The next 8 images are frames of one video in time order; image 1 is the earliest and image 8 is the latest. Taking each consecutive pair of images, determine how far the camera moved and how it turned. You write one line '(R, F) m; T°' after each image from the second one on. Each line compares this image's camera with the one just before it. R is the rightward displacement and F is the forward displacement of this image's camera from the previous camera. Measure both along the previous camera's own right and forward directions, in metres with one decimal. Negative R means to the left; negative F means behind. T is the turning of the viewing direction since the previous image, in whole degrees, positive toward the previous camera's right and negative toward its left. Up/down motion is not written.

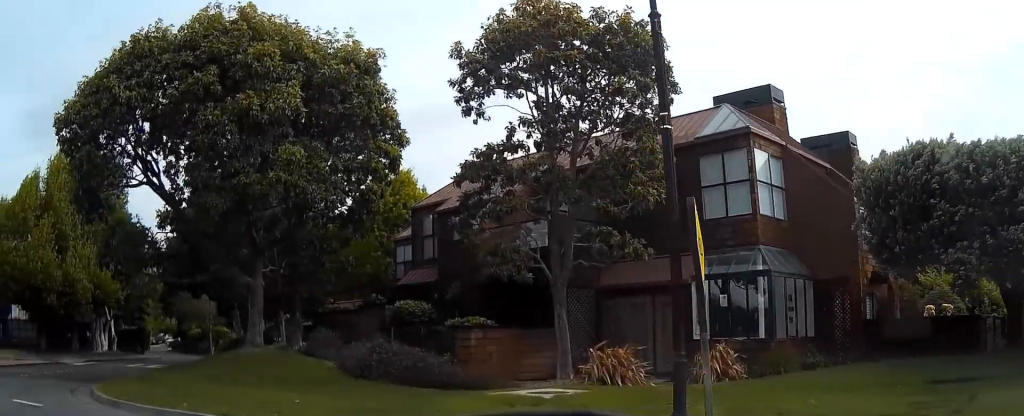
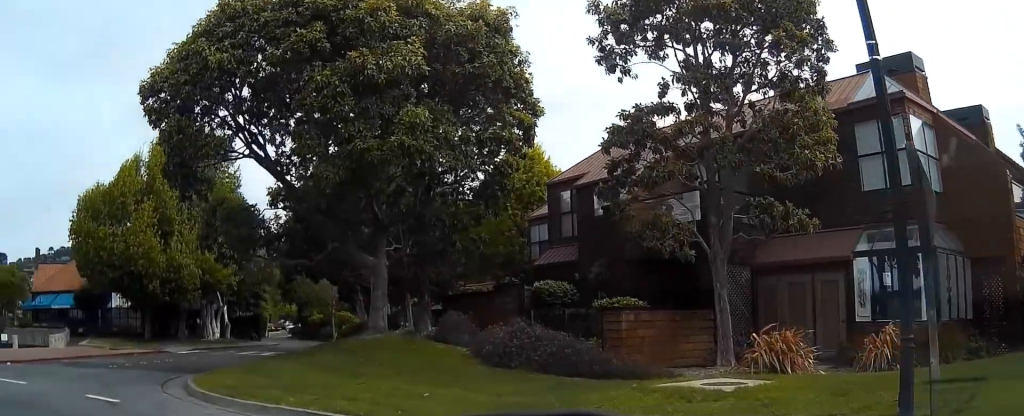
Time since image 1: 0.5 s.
(0.0, +2.0) m; -8°
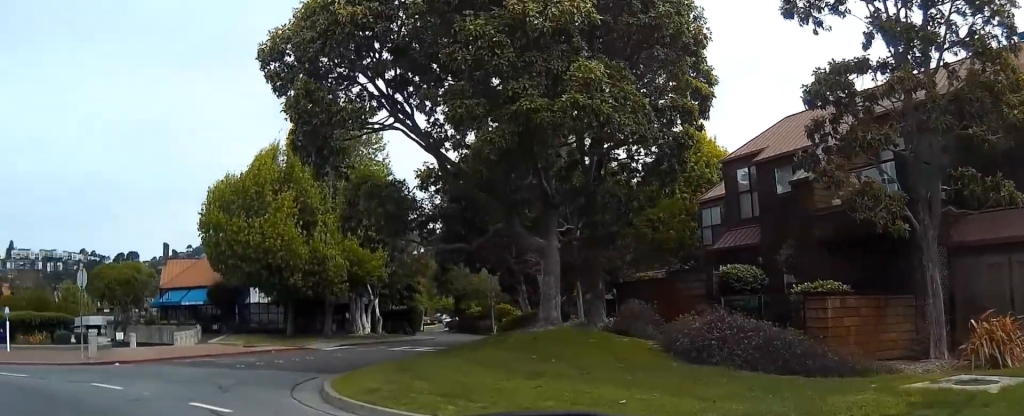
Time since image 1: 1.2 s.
(-0.3, +2.7) m; -8°
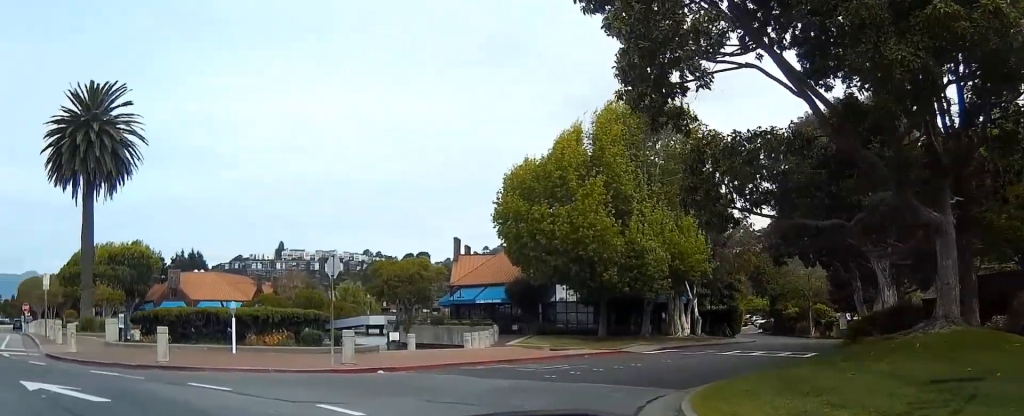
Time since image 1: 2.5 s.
(-0.6, +5.7) m; -14°
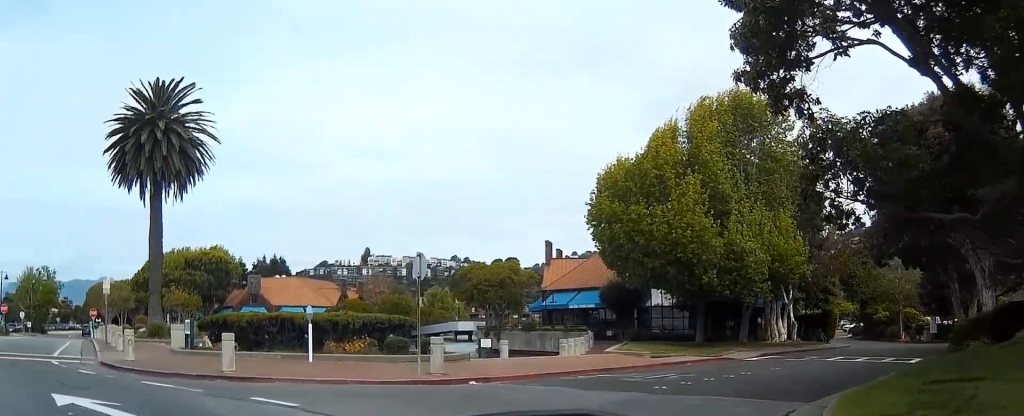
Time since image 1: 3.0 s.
(-0.2, +2.0) m; -4°
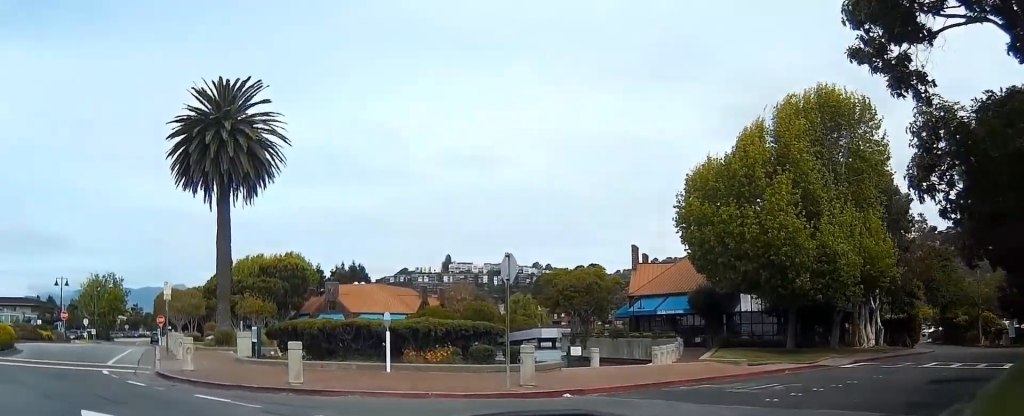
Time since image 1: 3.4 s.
(0.0, +1.9) m; -4°
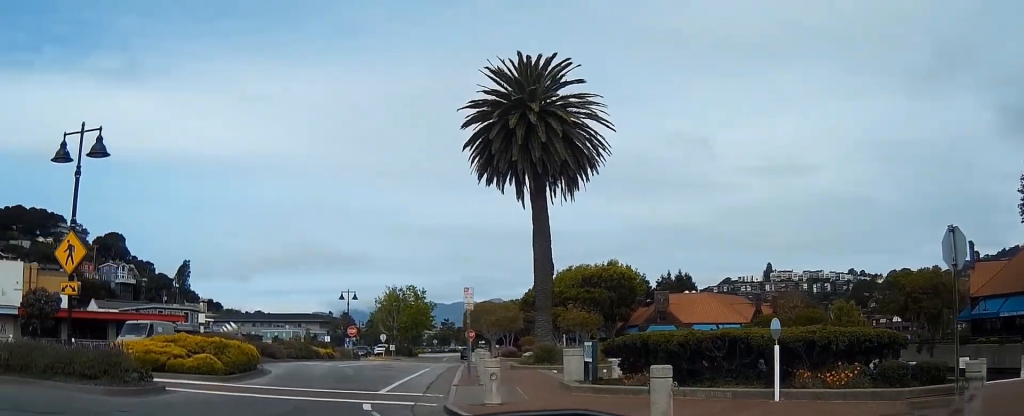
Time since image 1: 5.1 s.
(-1.0, +6.8) m; -22°
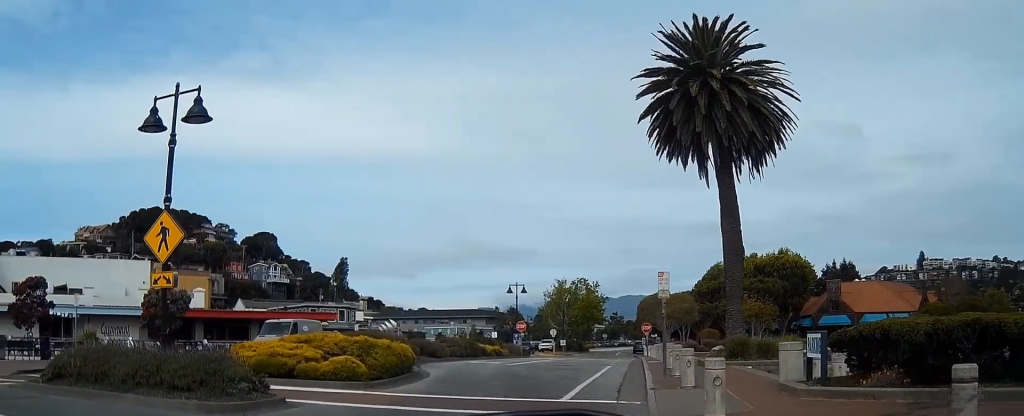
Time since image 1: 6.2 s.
(-0.7, +3.7) m; -19°
